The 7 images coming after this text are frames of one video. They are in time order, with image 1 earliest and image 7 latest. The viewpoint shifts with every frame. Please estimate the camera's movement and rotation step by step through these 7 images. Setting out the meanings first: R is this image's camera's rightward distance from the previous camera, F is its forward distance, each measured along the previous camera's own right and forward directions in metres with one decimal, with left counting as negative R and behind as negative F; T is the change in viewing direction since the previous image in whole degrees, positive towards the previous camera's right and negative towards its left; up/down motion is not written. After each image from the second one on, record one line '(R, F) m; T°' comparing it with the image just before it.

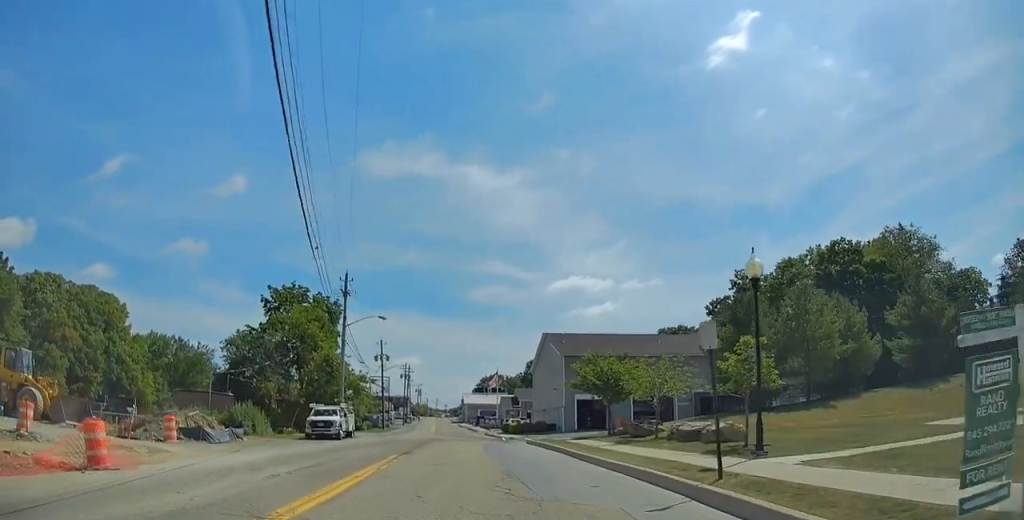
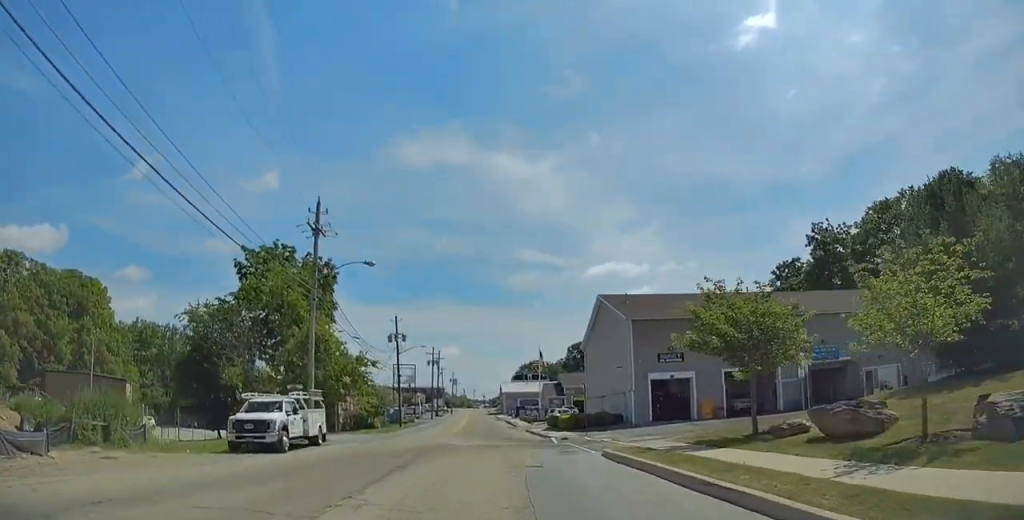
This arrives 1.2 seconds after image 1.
(-0.4, +16.3) m; -3°
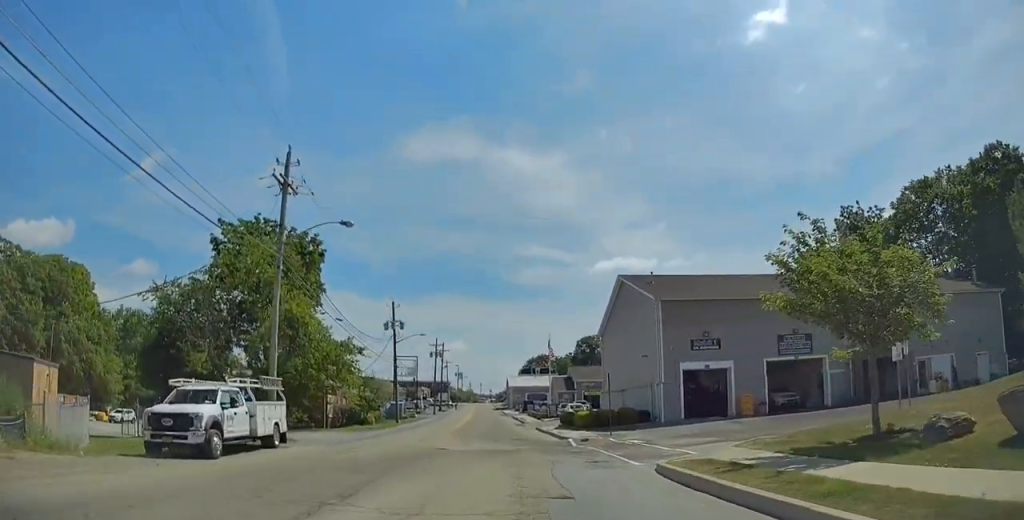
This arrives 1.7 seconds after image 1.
(-0.1, +6.3) m; -1°
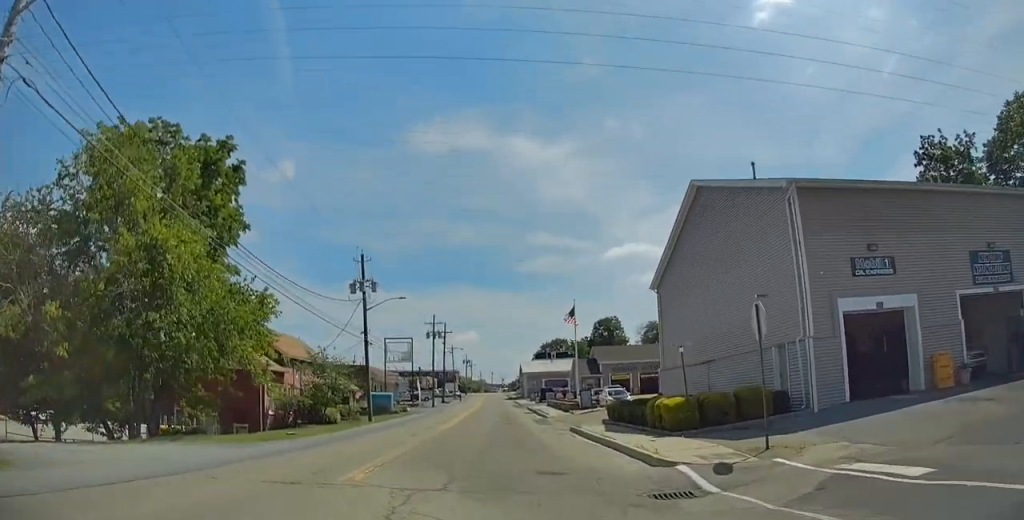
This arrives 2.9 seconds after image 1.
(-0.1, +17.4) m; -1°
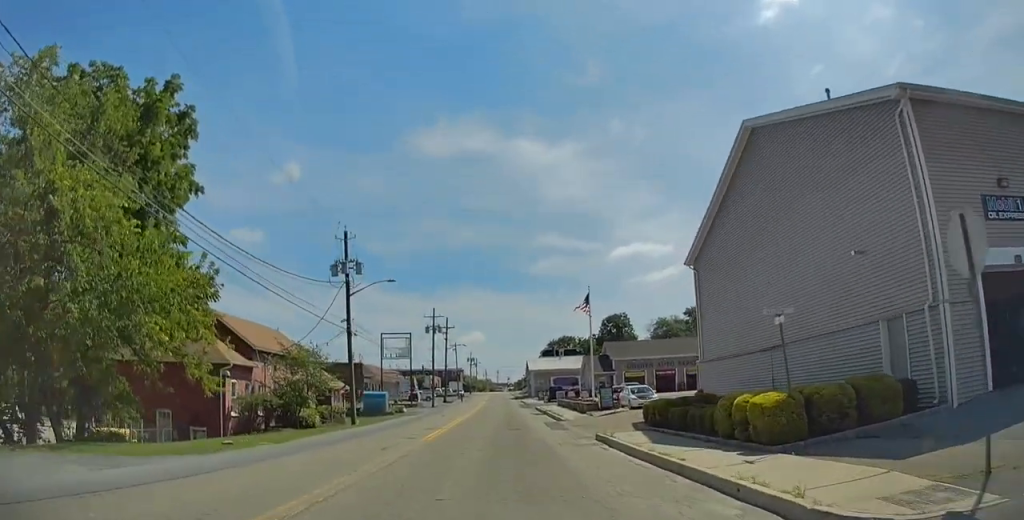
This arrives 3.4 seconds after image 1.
(0.0, +6.9) m; -1°
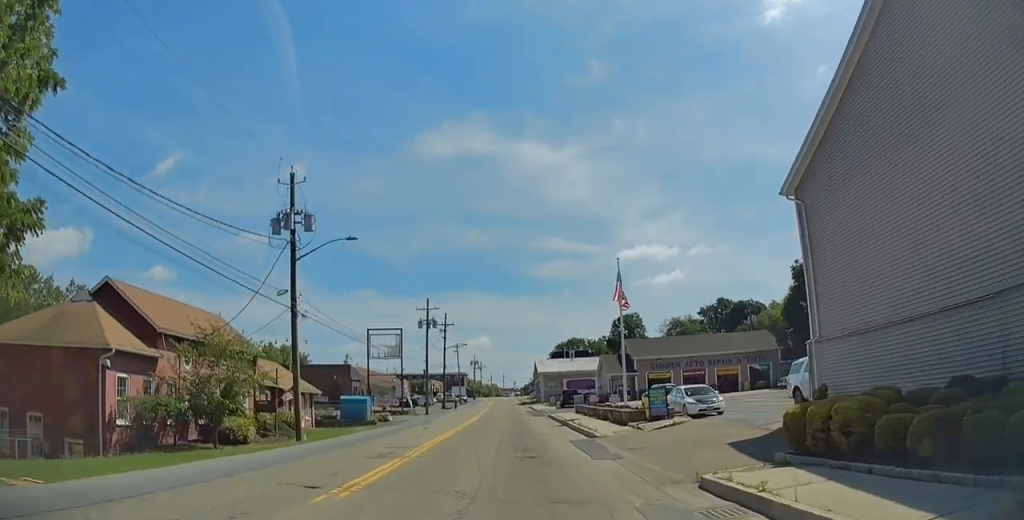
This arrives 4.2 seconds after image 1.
(-0.2, +11.4) m; -1°
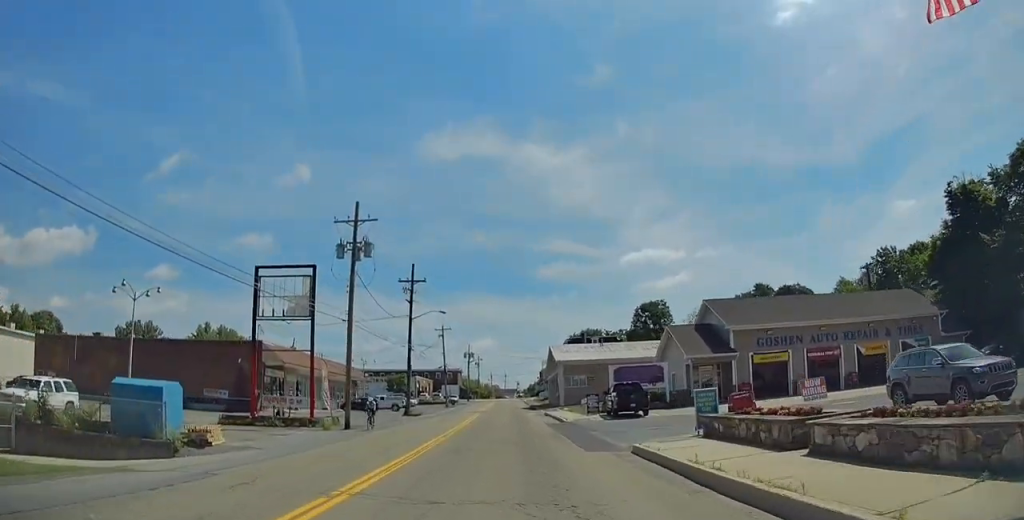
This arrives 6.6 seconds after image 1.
(+0.2, +33.9) m; -1°
